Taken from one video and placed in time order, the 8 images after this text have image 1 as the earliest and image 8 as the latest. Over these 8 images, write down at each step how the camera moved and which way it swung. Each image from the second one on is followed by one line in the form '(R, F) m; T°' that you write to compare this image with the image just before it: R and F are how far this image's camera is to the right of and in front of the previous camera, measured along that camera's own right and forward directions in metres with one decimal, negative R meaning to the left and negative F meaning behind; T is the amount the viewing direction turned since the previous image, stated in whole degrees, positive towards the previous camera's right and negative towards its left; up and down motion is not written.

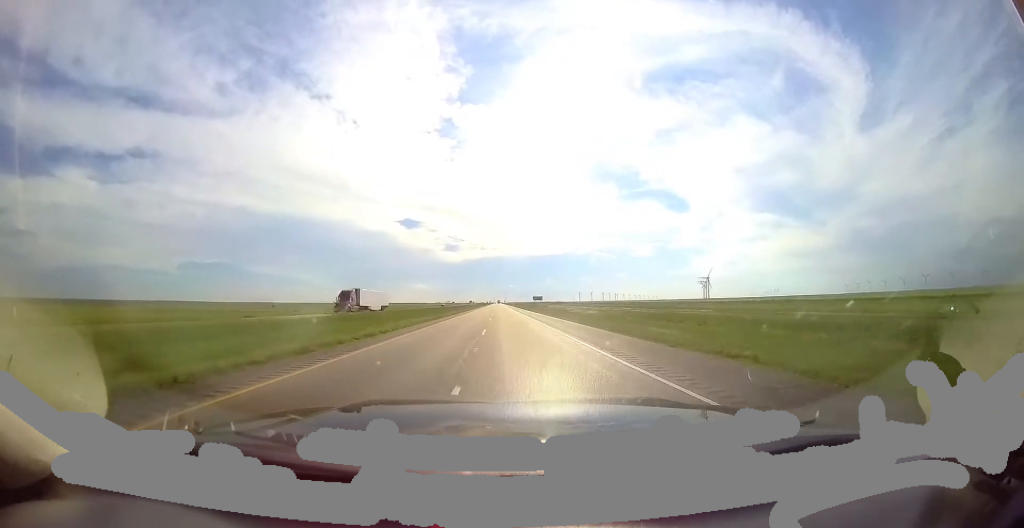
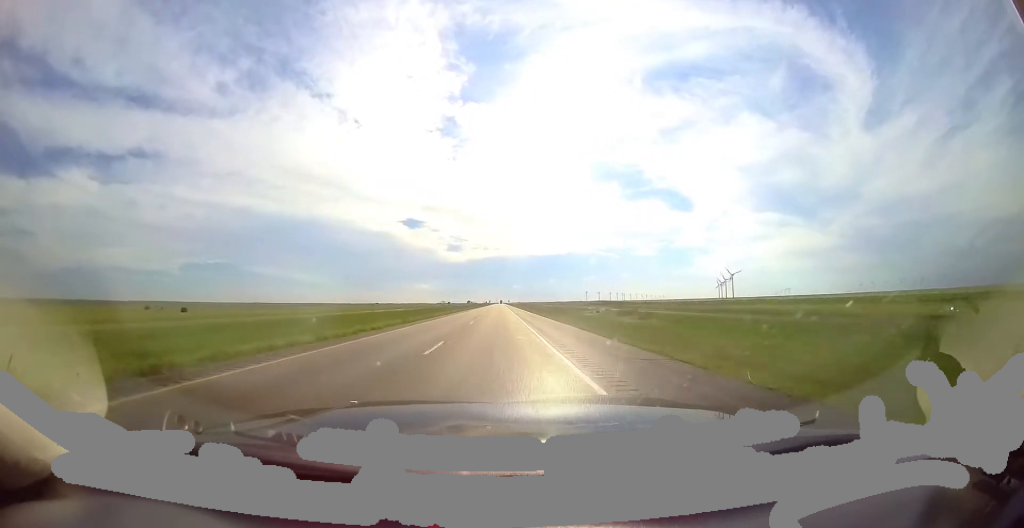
(+0.1, +128.4) m; 0°
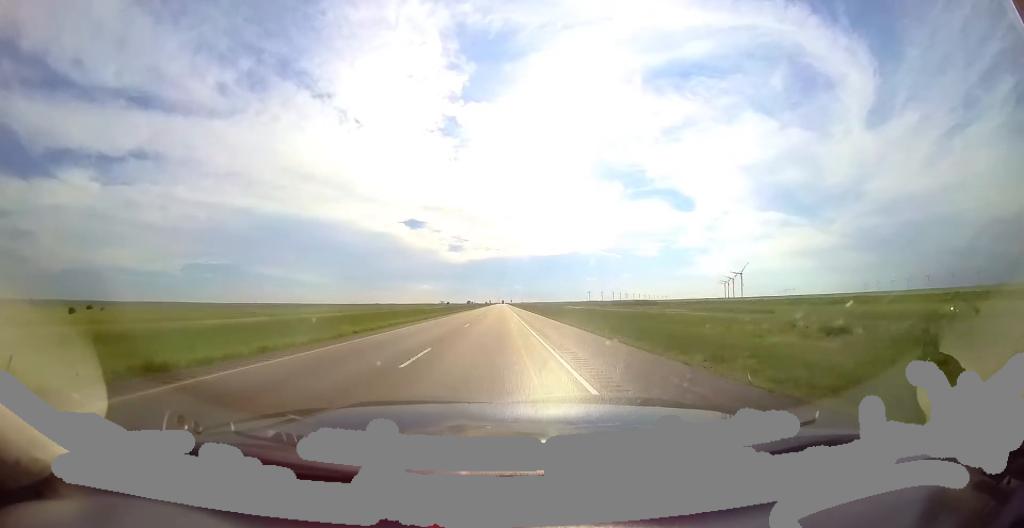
(0.0, +38.8) m; 0°
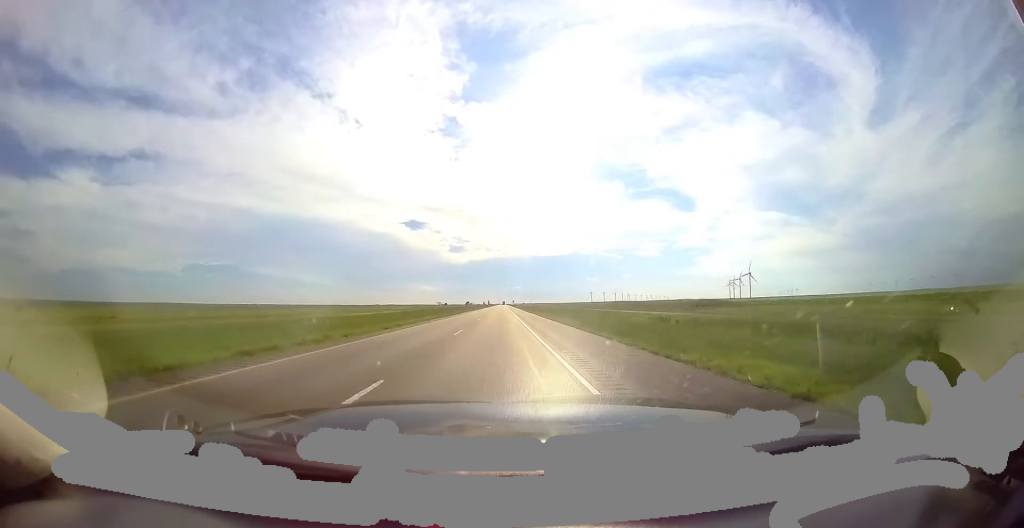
(-0.3, +41.1) m; 0°
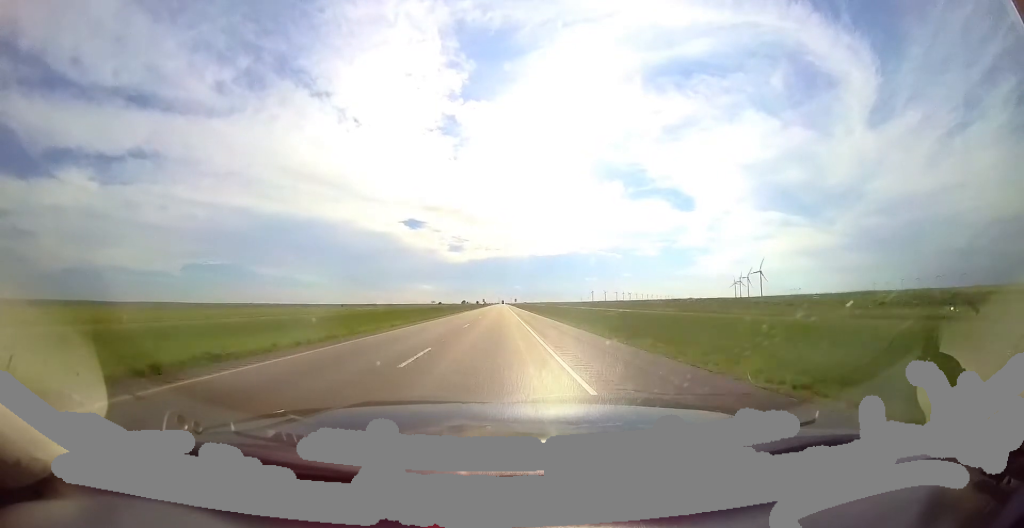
(0.0, +58.1) m; 0°
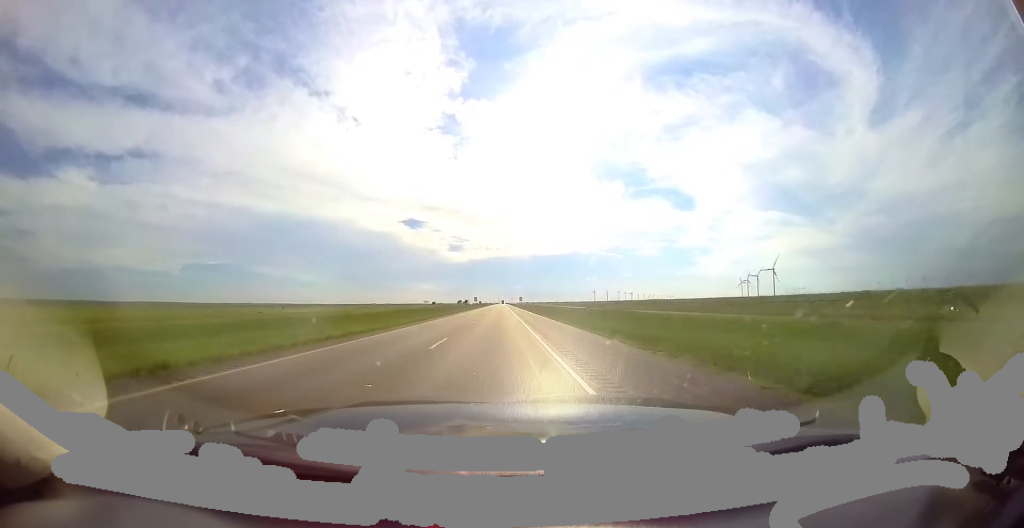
(+0.3, +58.0) m; 0°
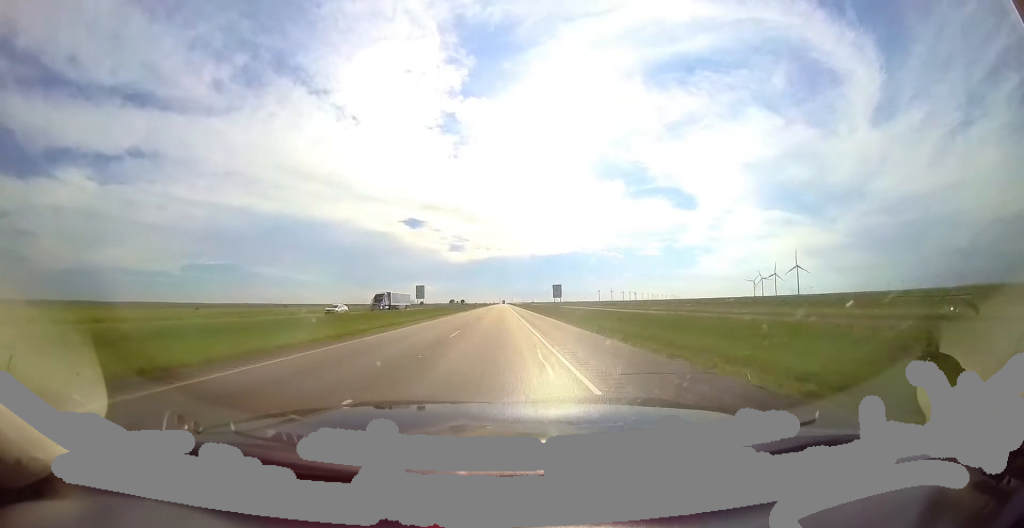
(-0.4, +94.1) m; 0°
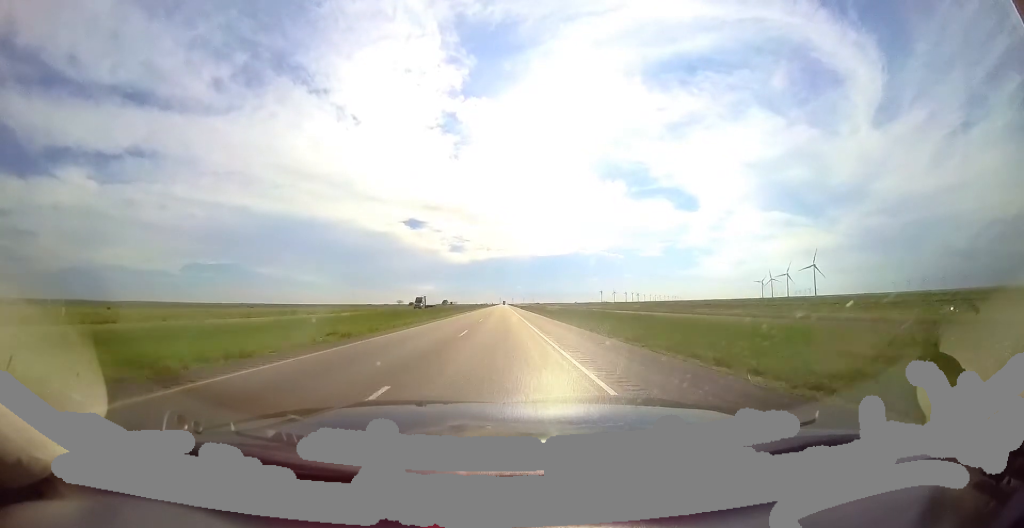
(-0.1, +60.4) m; 0°
